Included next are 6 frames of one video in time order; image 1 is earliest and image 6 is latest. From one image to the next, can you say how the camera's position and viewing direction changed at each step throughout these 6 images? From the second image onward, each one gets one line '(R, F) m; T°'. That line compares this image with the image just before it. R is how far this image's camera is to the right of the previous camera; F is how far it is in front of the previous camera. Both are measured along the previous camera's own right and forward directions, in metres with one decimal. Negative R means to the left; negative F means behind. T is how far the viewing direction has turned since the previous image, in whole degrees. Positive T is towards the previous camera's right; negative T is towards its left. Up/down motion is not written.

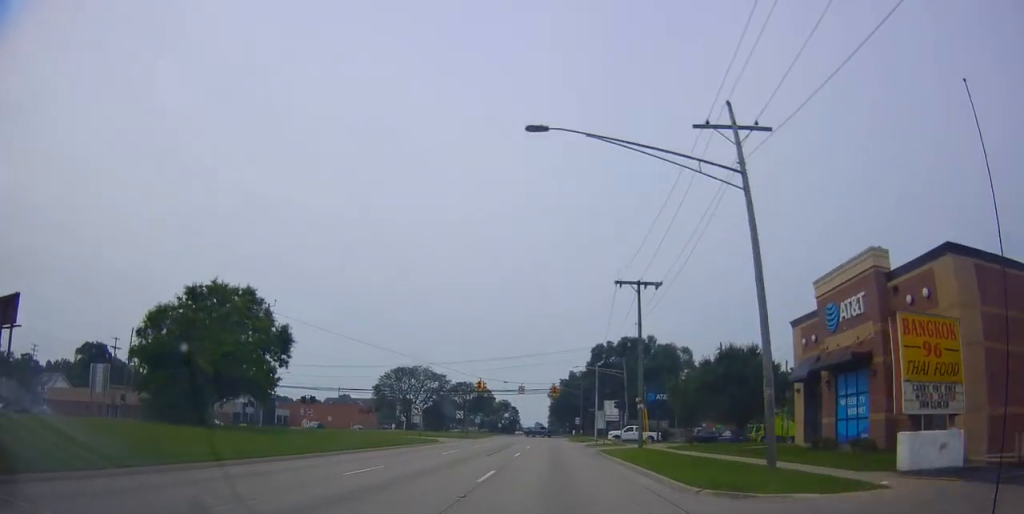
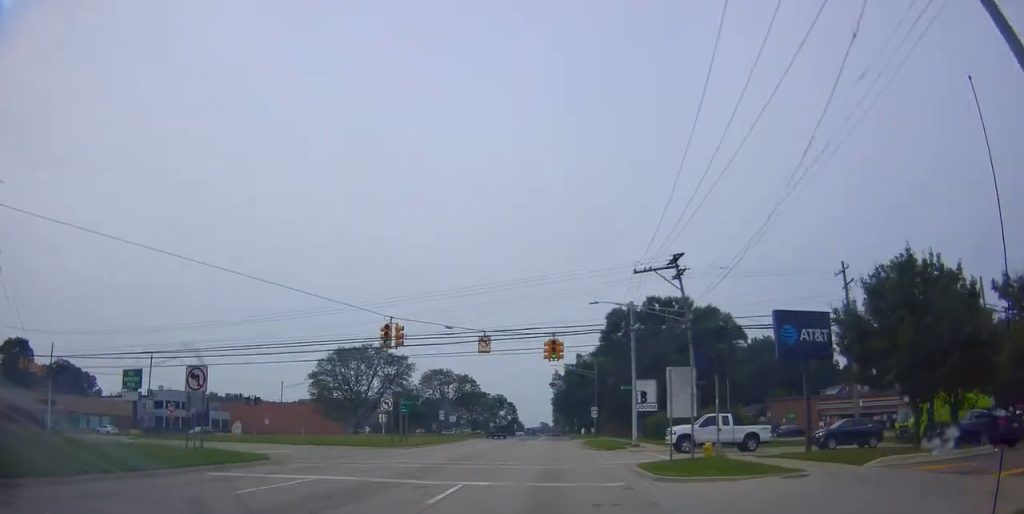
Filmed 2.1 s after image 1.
(0.0, +31.3) m; 0°
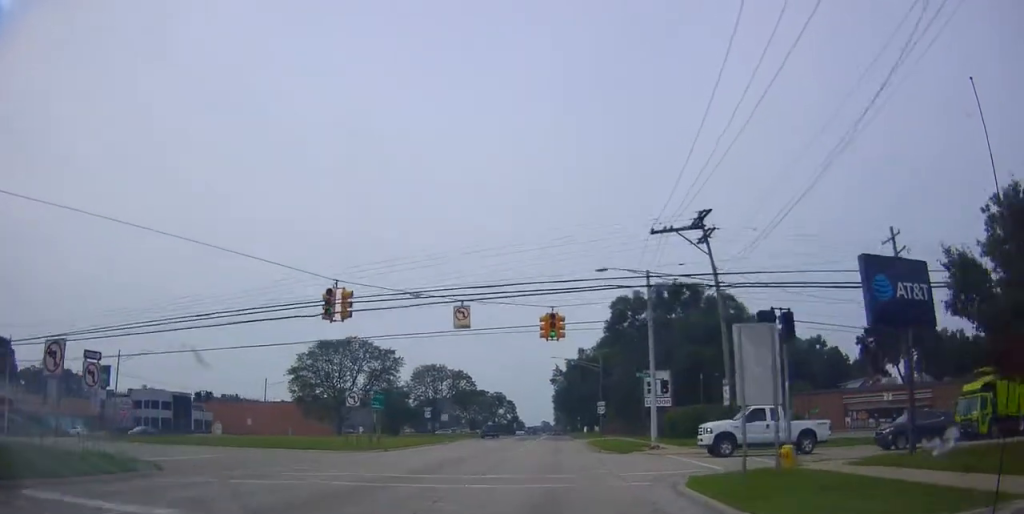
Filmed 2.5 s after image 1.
(0.0, +6.8) m; -1°
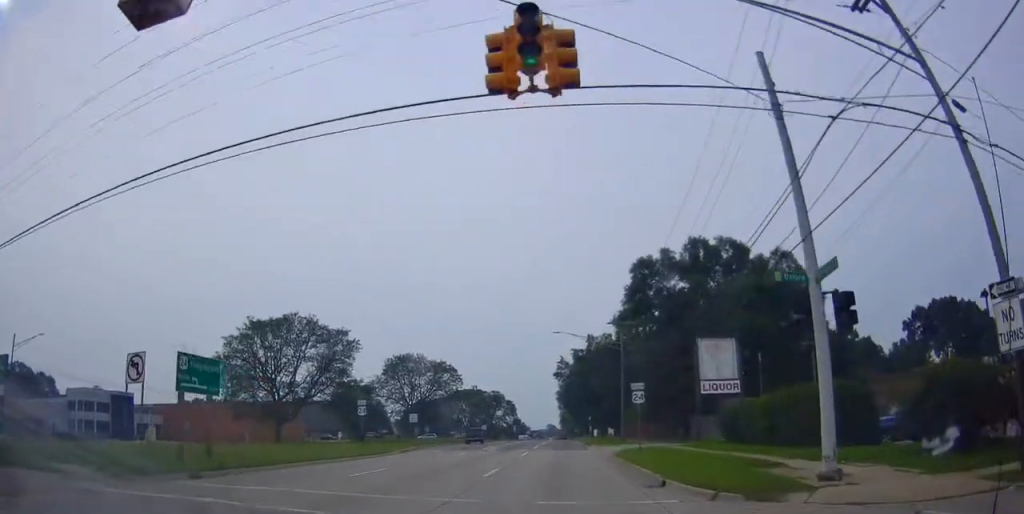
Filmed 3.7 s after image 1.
(-0.3, +19.0) m; 0°
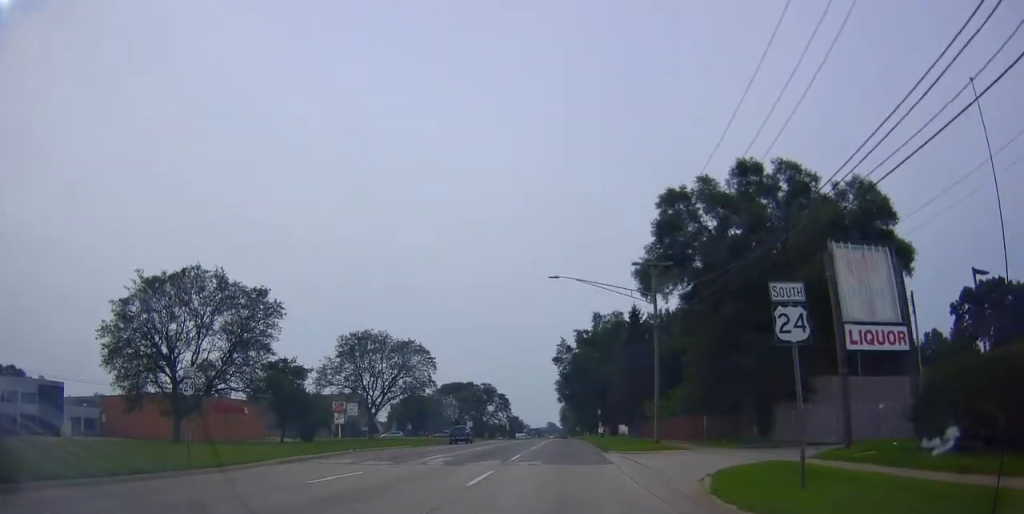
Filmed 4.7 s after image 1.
(+0.3, +17.8) m; +1°
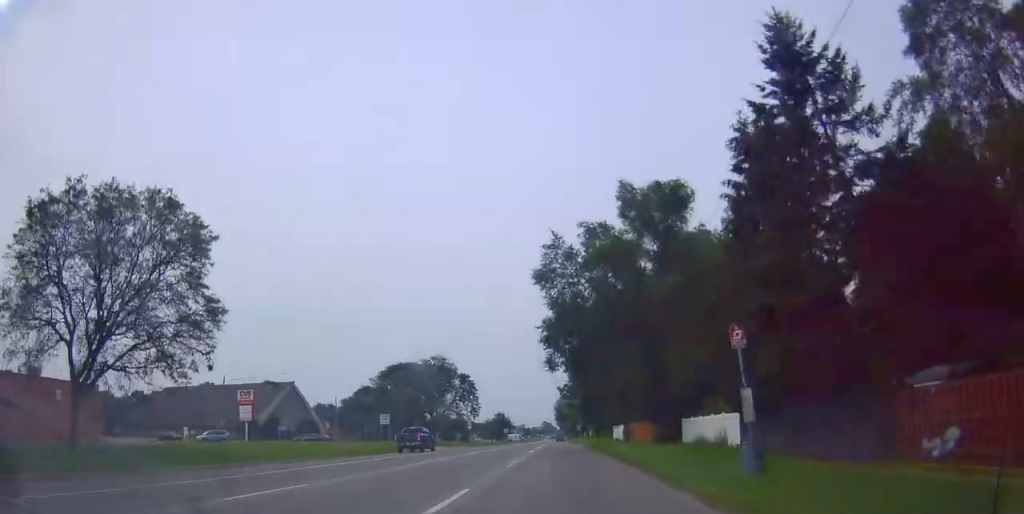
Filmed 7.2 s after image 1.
(-1.5, +43.4) m; -2°
